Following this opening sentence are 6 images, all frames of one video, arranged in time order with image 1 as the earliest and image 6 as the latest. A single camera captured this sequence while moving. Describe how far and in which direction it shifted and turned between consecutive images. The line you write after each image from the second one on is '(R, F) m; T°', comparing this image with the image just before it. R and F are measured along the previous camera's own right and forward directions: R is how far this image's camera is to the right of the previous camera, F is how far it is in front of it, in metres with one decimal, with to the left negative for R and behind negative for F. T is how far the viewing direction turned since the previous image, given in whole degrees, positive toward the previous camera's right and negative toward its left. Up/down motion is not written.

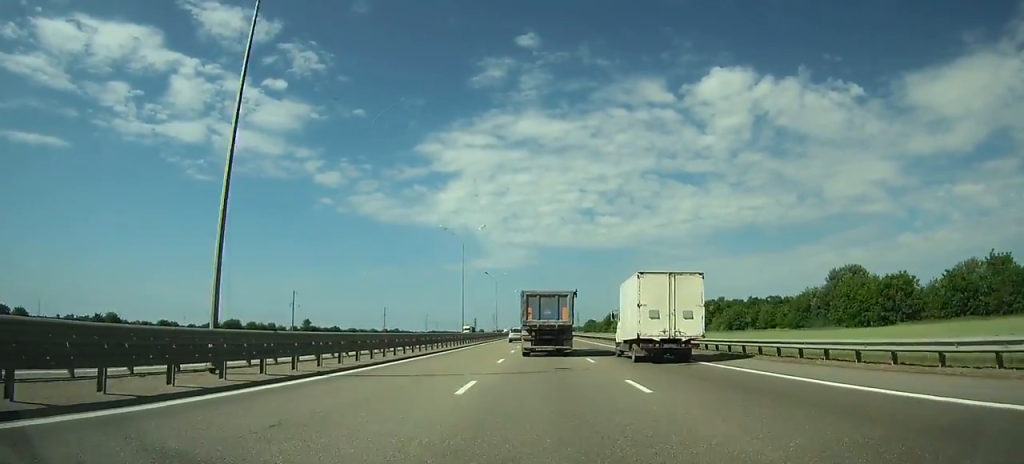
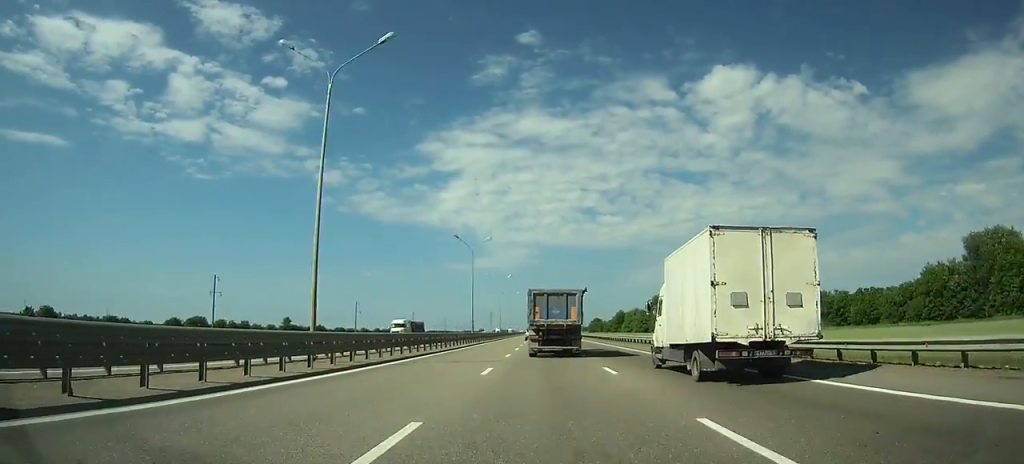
(-0.2, +41.7) m; 0°
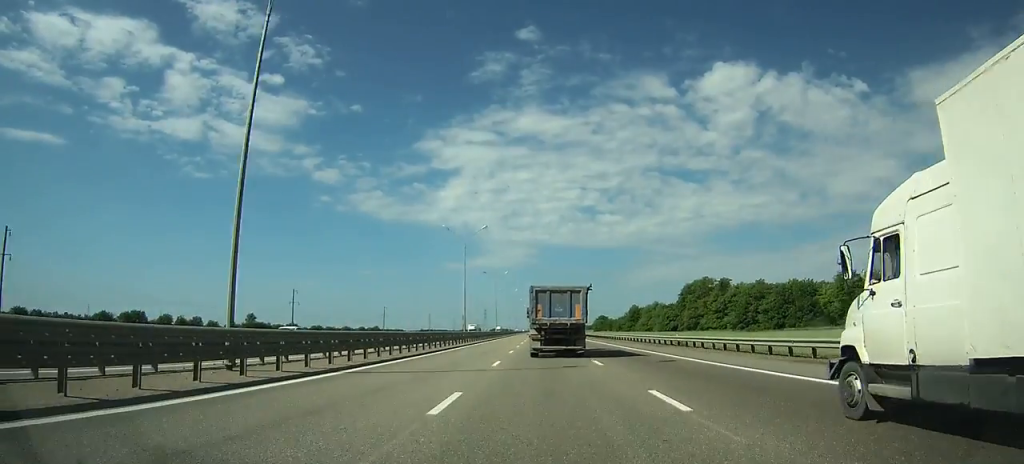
(+0.1, +55.1) m; 0°
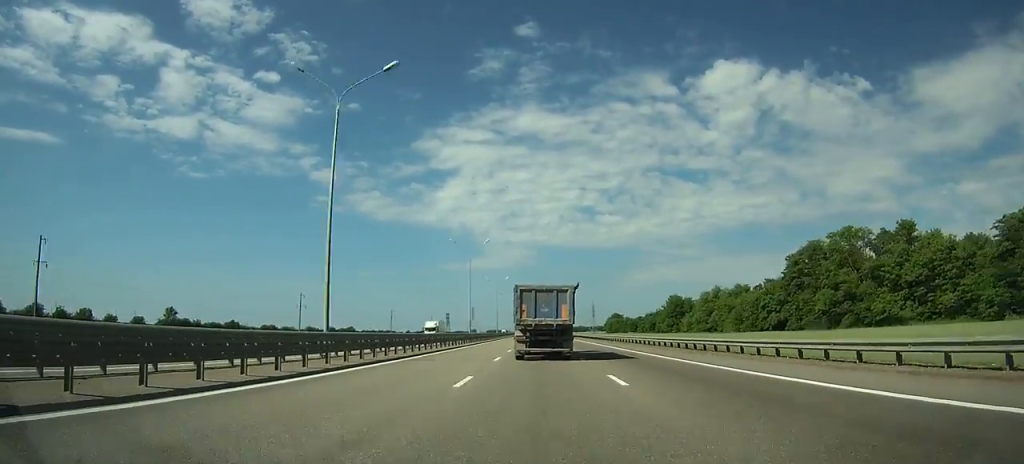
(+0.2, +92.5) m; 0°
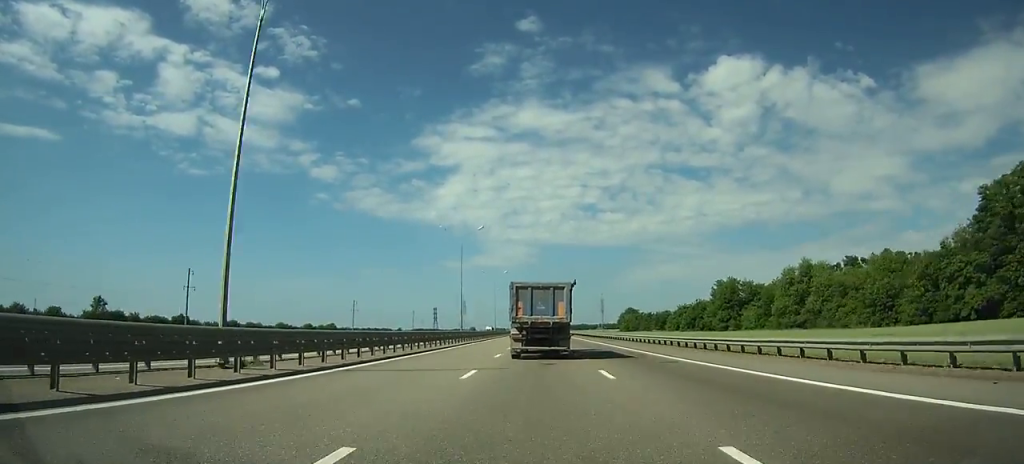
(-0.1, +59.3) m; 0°
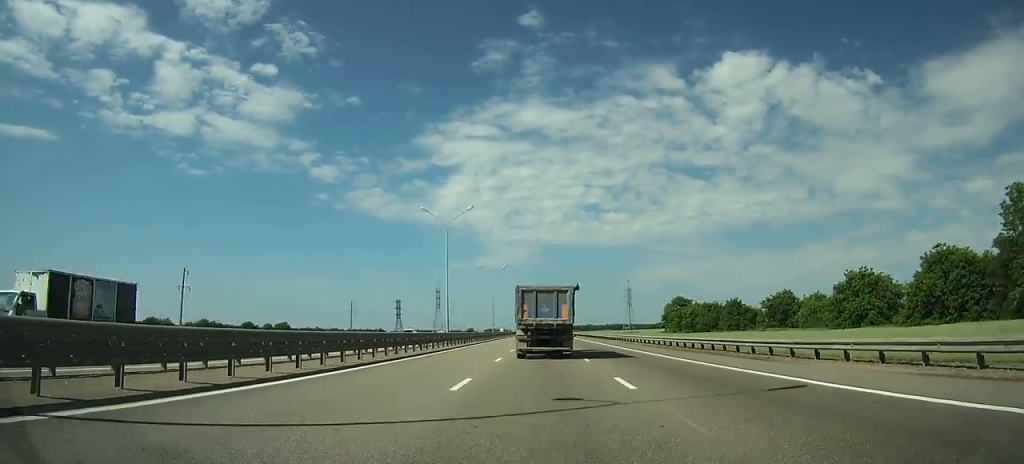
(-0.3, +109.5) m; 0°
